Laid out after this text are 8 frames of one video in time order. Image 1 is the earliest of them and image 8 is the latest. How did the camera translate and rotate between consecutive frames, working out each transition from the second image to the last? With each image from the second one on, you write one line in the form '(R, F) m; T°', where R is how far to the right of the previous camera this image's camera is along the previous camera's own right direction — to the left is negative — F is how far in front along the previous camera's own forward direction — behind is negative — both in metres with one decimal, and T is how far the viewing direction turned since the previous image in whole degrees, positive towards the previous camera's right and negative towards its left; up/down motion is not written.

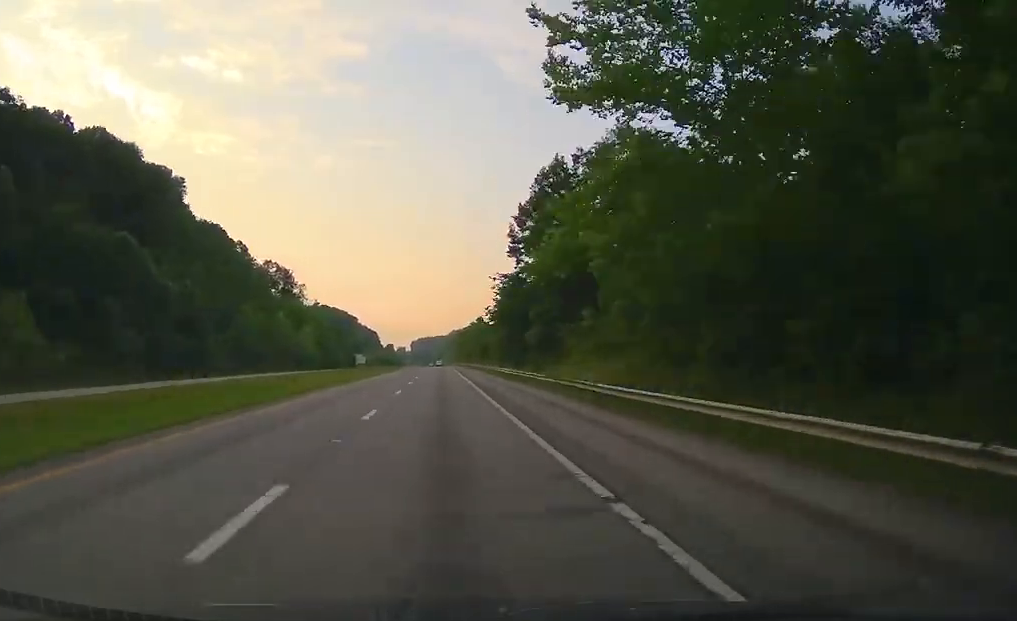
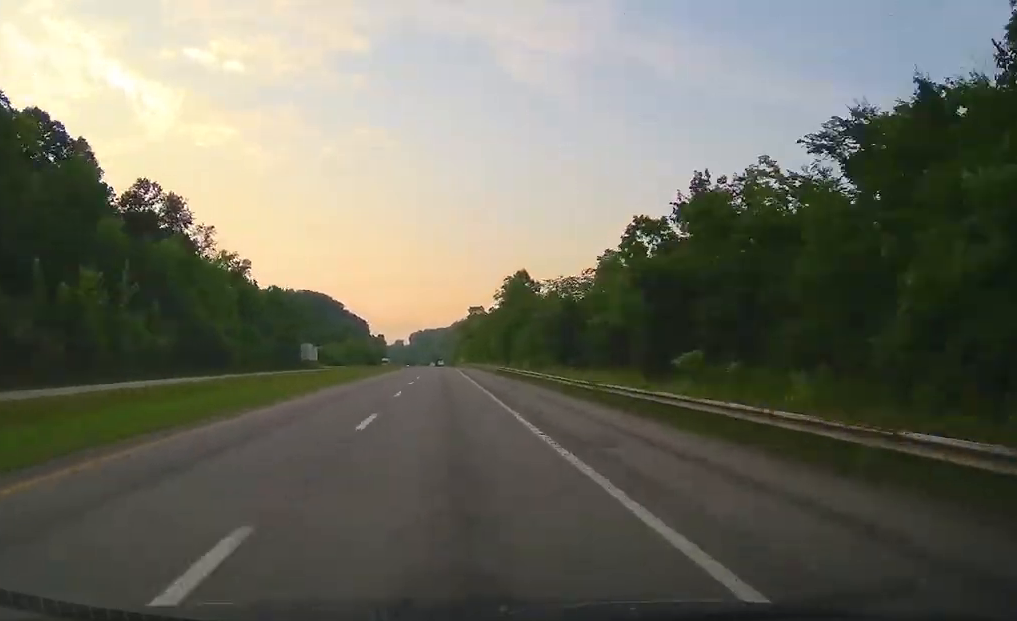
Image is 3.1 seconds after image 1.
(+0.5, +113.3) m; 0°
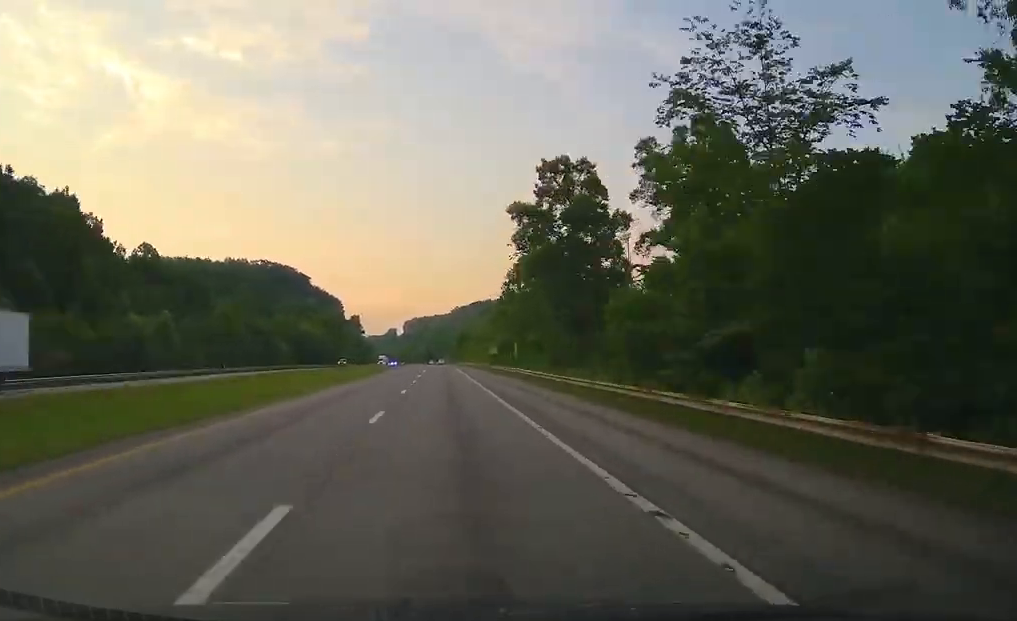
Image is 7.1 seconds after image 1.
(+0.1, +155.0) m; 0°
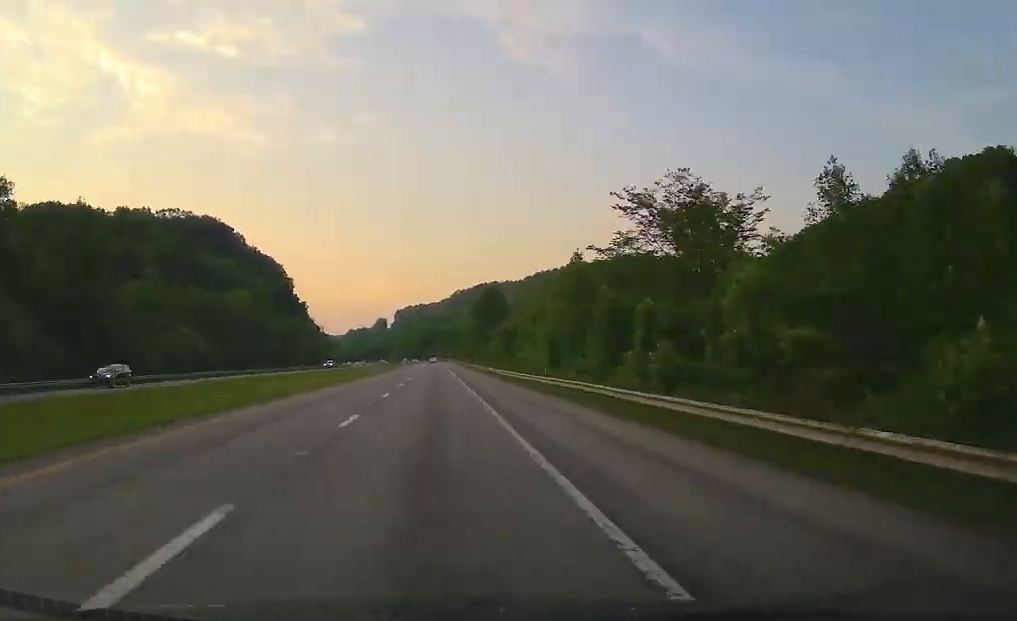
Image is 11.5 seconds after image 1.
(0.0, +156.7) m; 0°
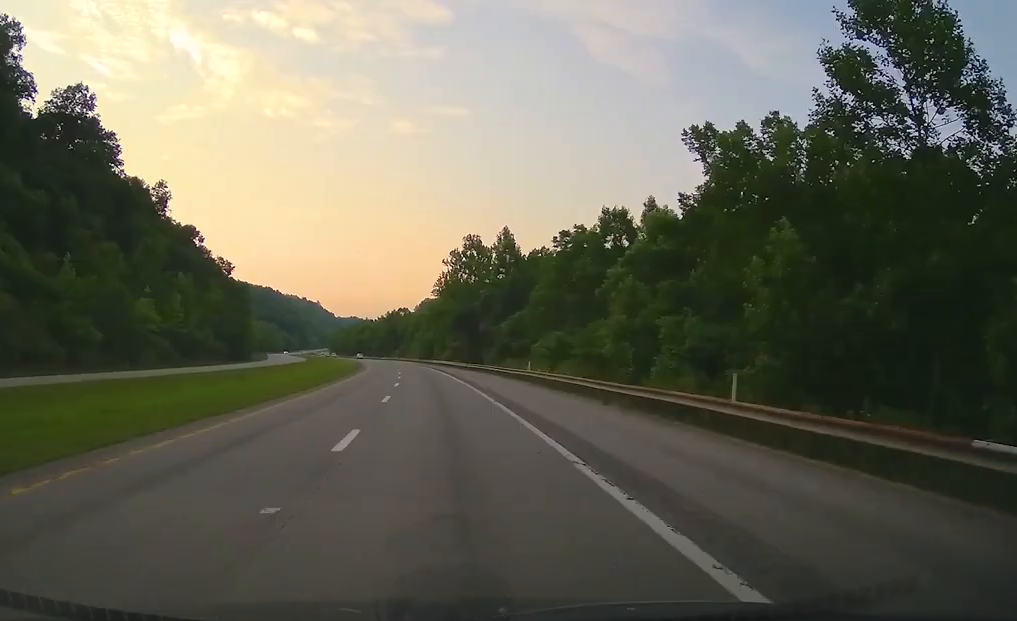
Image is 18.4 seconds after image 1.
(-10.9, +240.0) m; -9°
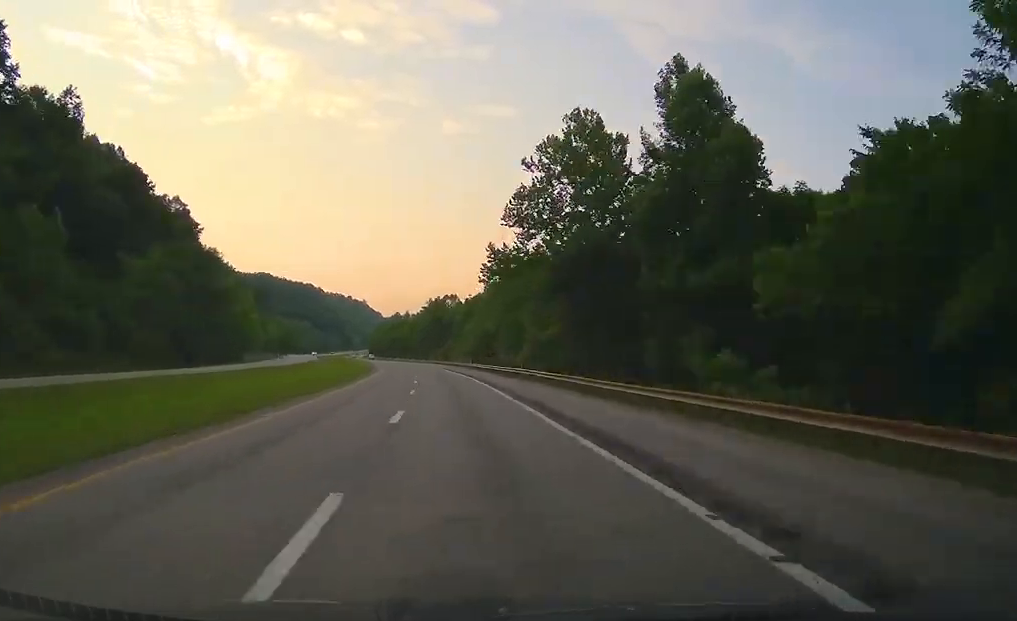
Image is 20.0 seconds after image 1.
(-0.6, +55.9) m; -3°
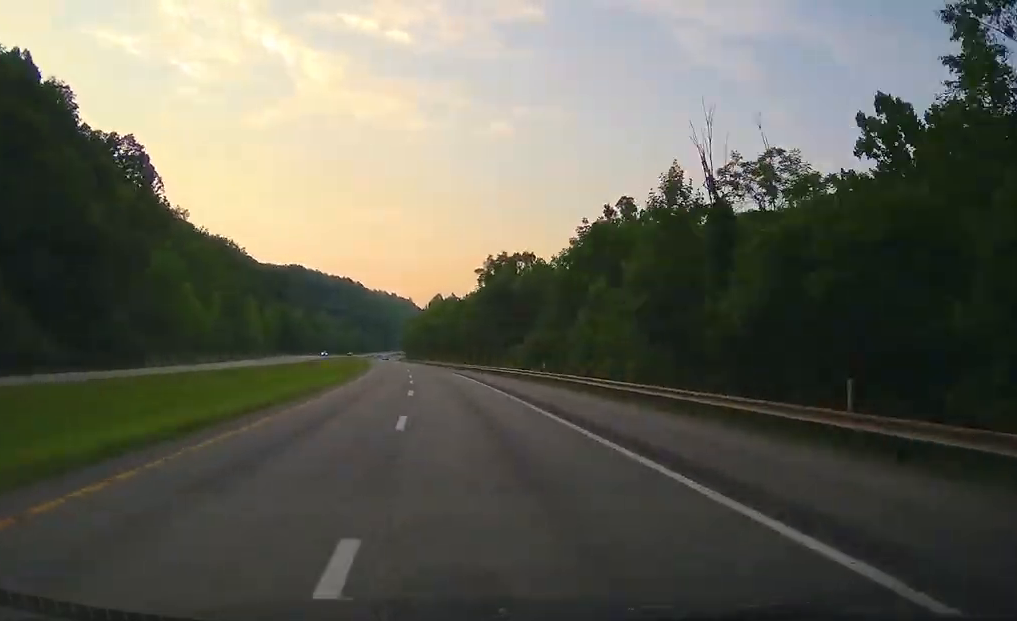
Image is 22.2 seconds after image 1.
(-3.8, +74.6) m; -3°
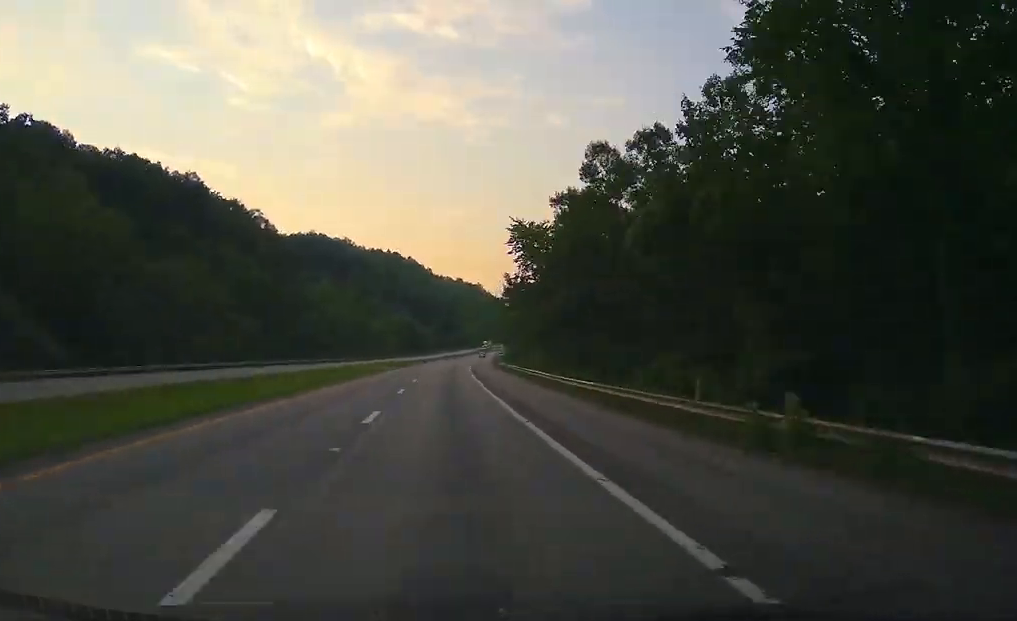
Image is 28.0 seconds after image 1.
(-10.7, +206.9) m; -1°
